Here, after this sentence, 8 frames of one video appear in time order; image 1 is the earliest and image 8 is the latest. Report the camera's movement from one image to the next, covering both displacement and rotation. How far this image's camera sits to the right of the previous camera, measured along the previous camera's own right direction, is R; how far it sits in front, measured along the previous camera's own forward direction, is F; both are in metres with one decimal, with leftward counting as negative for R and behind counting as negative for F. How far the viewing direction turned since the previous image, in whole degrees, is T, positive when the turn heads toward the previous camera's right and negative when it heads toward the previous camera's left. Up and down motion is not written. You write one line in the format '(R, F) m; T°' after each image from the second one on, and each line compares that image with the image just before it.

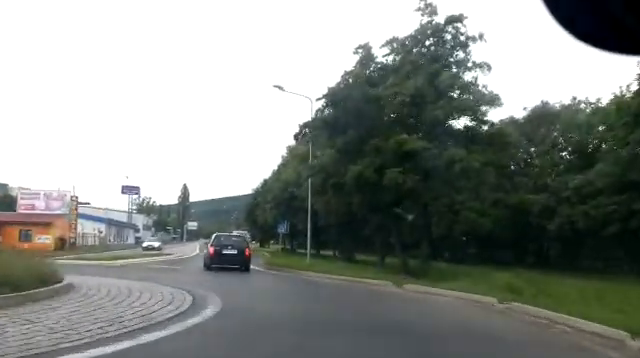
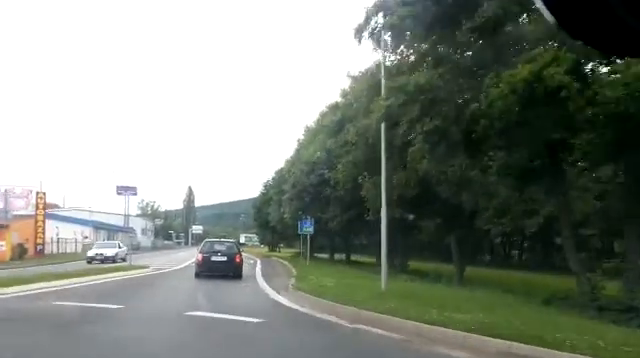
(+0.2, +11.3) m; +2°
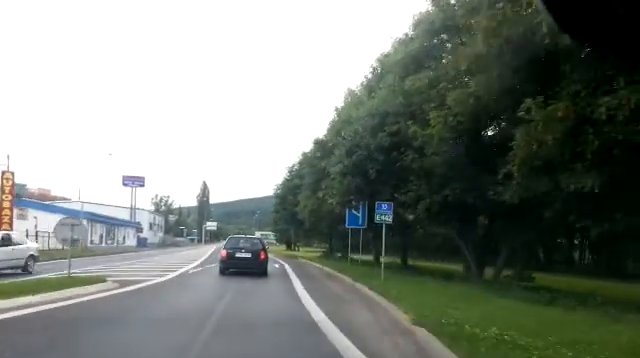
(+0.1, +10.3) m; +1°
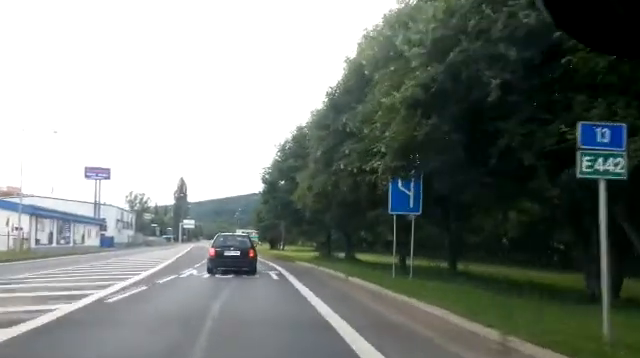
(+0.1, +9.4) m; +1°
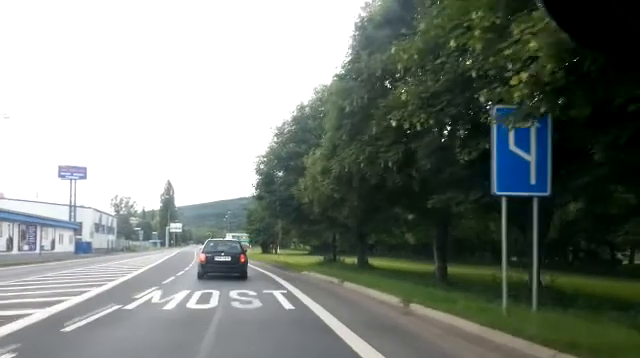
(+0.1, +6.7) m; +1°
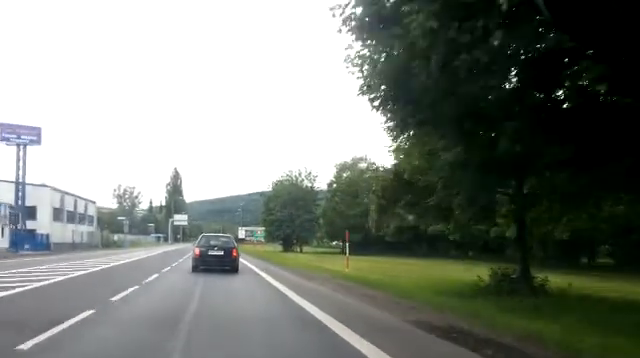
(0.0, +24.4) m; 0°
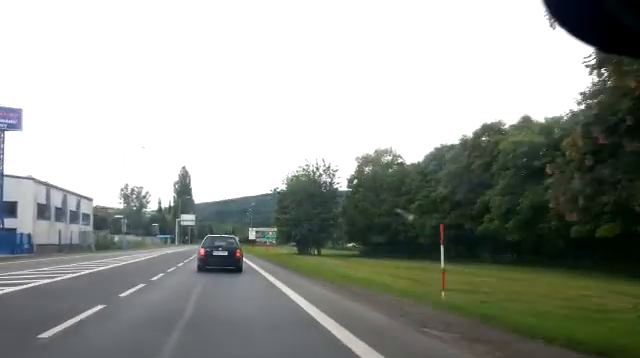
(0.0, +8.4) m; 0°
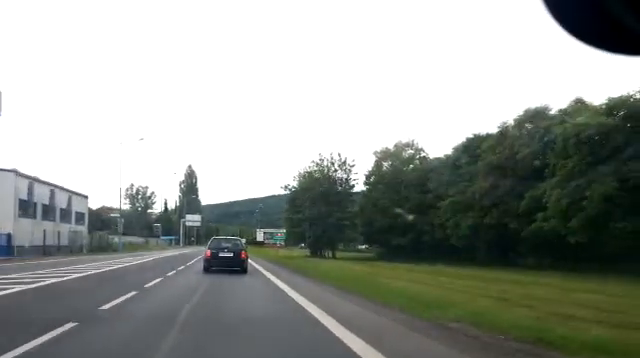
(0.0, +6.3) m; 0°
